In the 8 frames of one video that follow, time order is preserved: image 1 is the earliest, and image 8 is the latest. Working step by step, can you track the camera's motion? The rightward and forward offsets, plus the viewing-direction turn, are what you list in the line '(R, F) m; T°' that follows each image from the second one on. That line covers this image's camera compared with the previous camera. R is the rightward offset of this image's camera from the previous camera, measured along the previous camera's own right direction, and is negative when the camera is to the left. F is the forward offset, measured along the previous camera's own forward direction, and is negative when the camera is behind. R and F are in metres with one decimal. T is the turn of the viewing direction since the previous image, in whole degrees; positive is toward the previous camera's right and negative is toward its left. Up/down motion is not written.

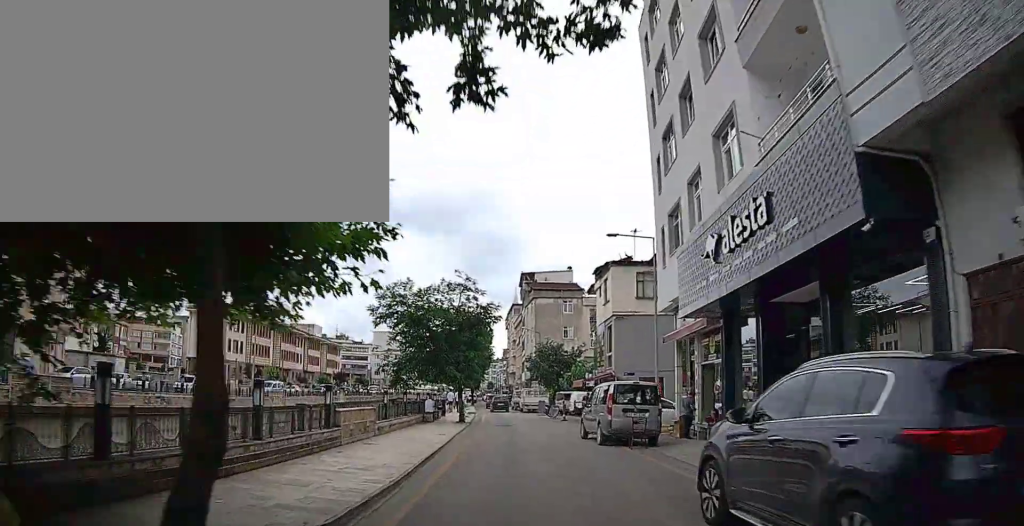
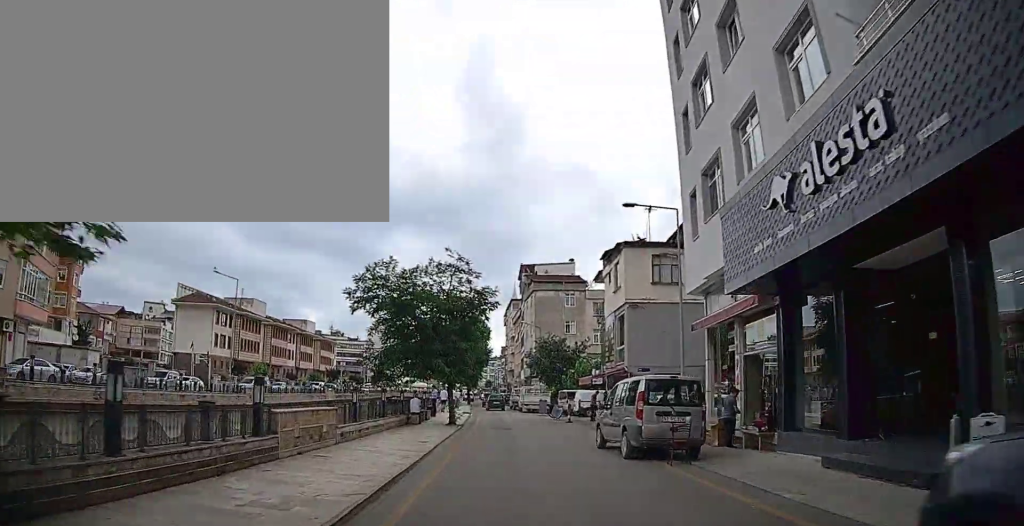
(-0.1, +3.7) m; 0°
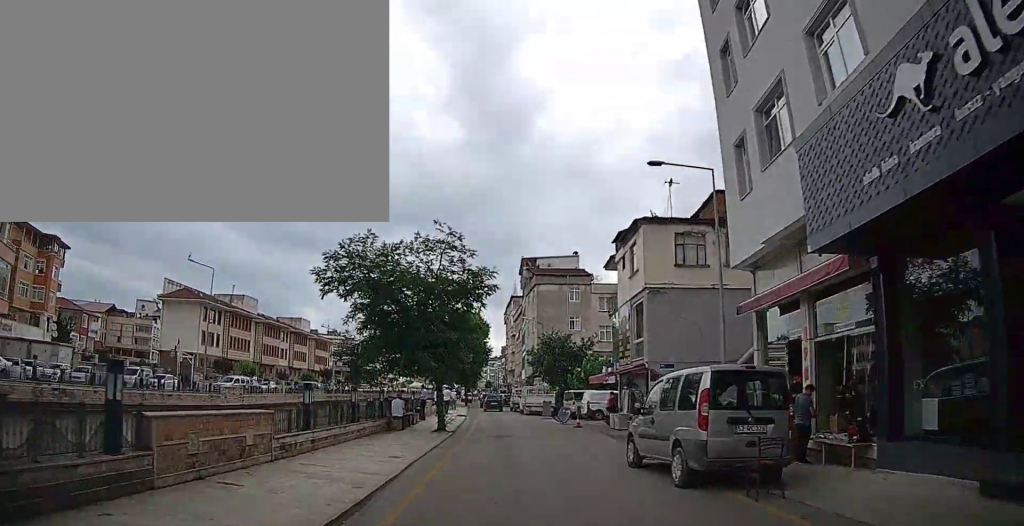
(0.0, +3.9) m; 0°
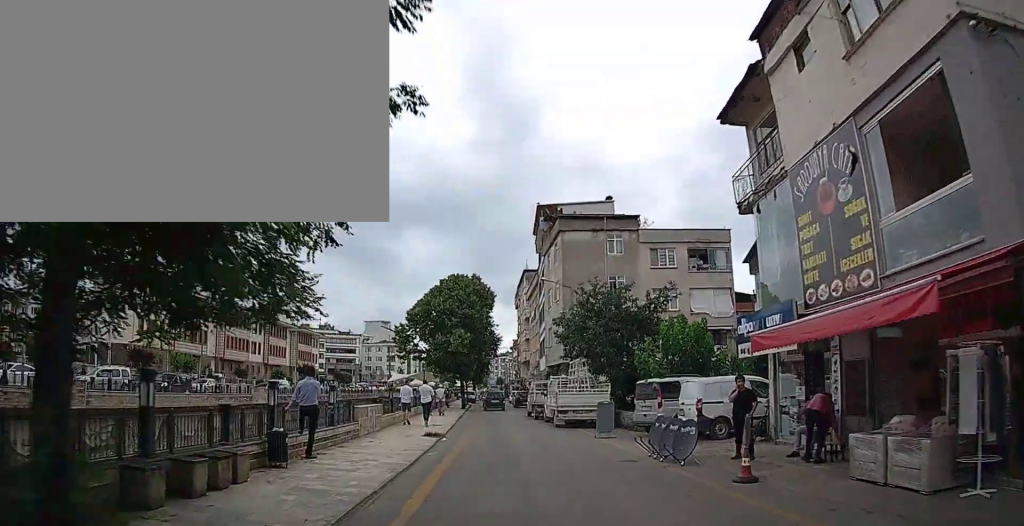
(-0.7, +18.1) m; -4°
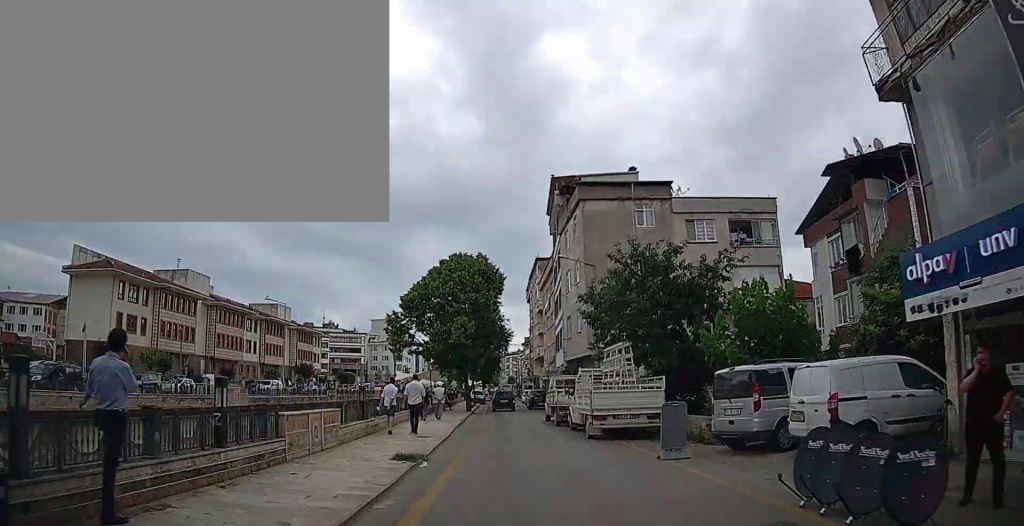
(0.0, +6.4) m; 0°
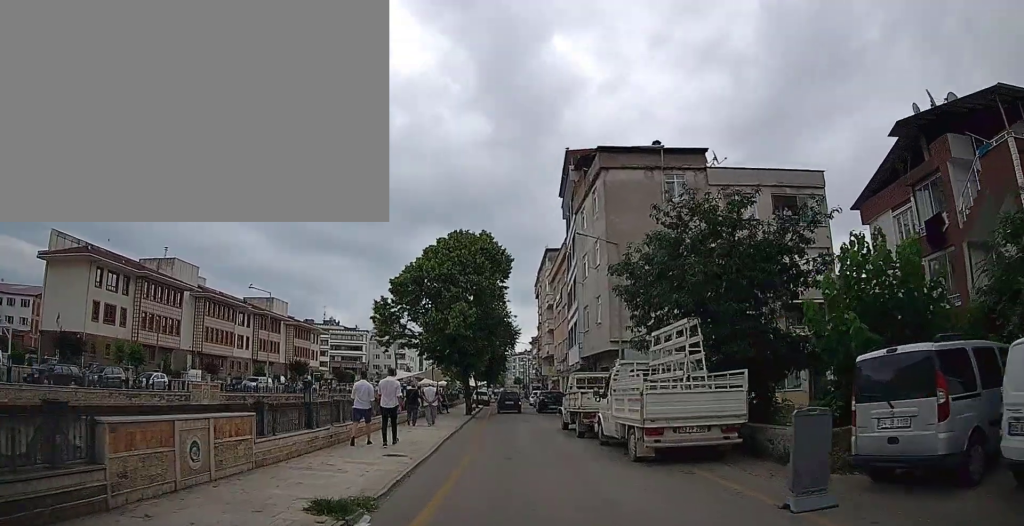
(+0.2, +5.3) m; 0°
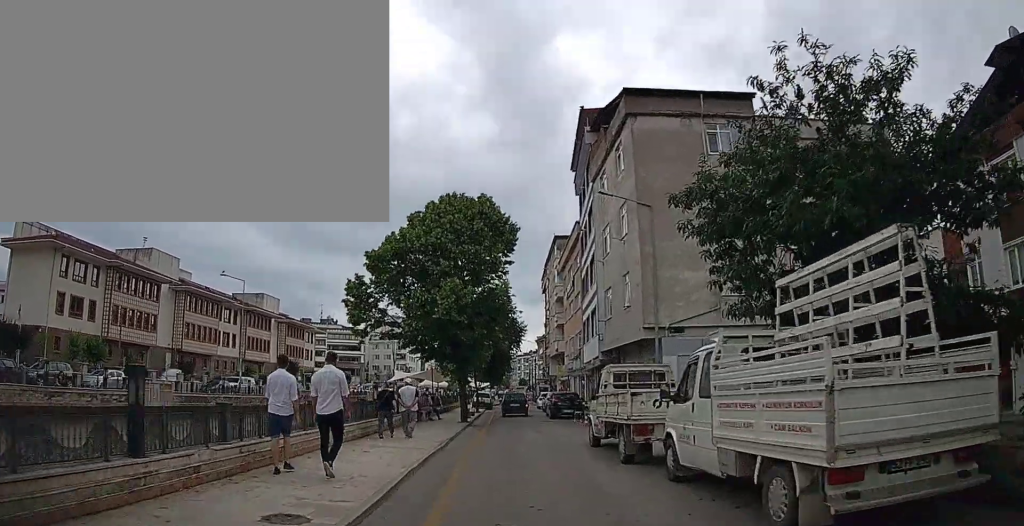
(-0.2, +6.3) m; -3°
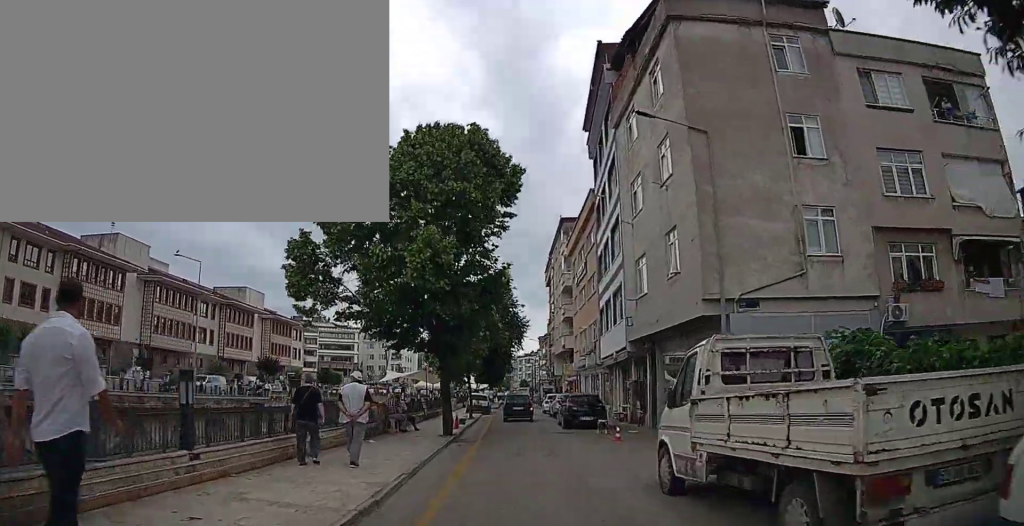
(-0.1, +7.1) m; 0°
